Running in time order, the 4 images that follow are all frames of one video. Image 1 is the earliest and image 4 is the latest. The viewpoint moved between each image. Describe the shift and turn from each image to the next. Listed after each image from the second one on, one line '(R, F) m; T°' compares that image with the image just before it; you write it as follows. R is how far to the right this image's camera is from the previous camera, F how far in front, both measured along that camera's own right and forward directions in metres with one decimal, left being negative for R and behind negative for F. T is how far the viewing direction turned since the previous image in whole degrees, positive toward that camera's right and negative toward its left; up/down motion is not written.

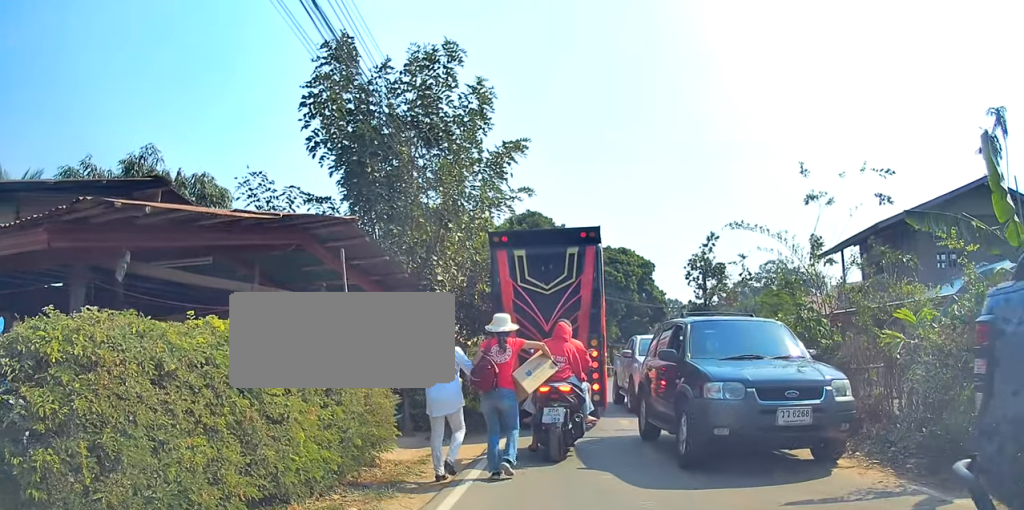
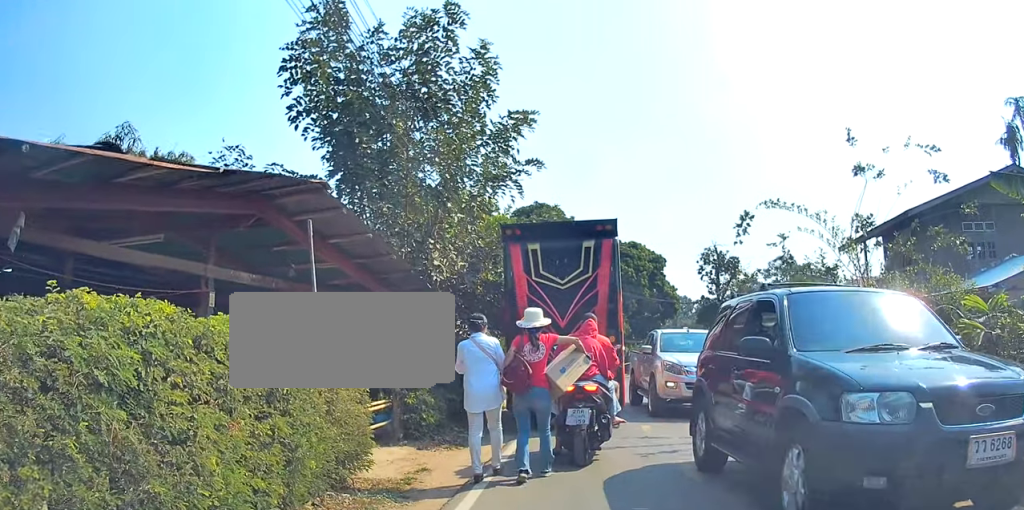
(-0.4, +0.9) m; 0°
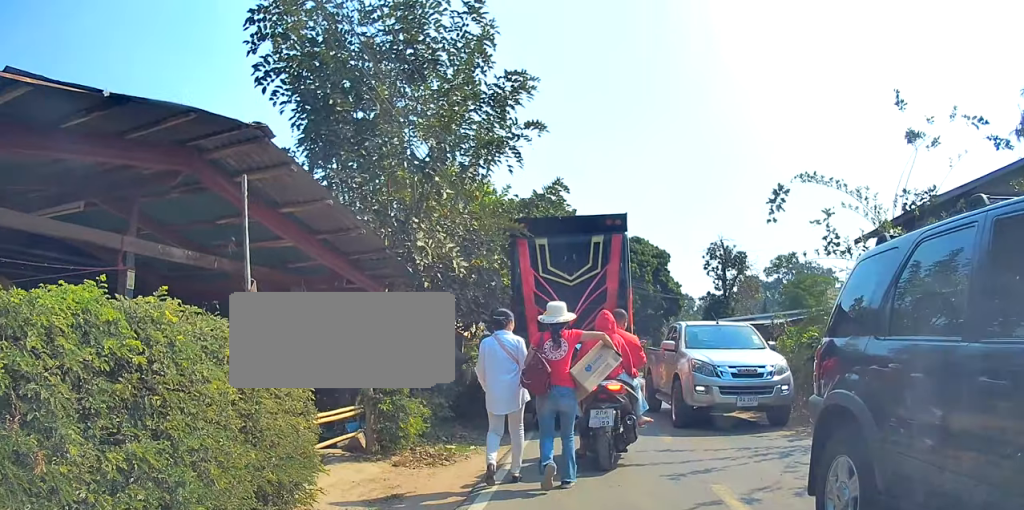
(-0.5, +1.2) m; 0°
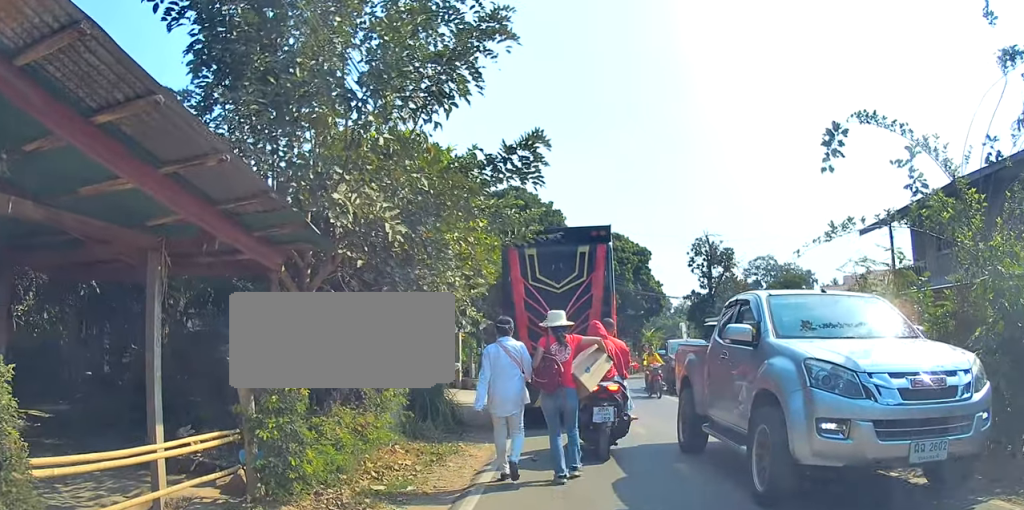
(-0.1, +3.6) m; +3°
